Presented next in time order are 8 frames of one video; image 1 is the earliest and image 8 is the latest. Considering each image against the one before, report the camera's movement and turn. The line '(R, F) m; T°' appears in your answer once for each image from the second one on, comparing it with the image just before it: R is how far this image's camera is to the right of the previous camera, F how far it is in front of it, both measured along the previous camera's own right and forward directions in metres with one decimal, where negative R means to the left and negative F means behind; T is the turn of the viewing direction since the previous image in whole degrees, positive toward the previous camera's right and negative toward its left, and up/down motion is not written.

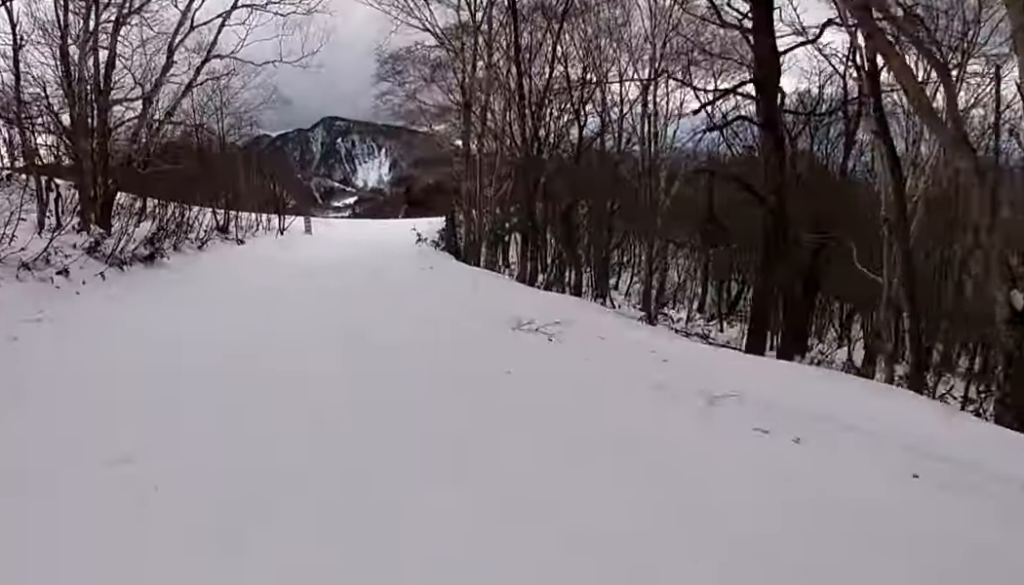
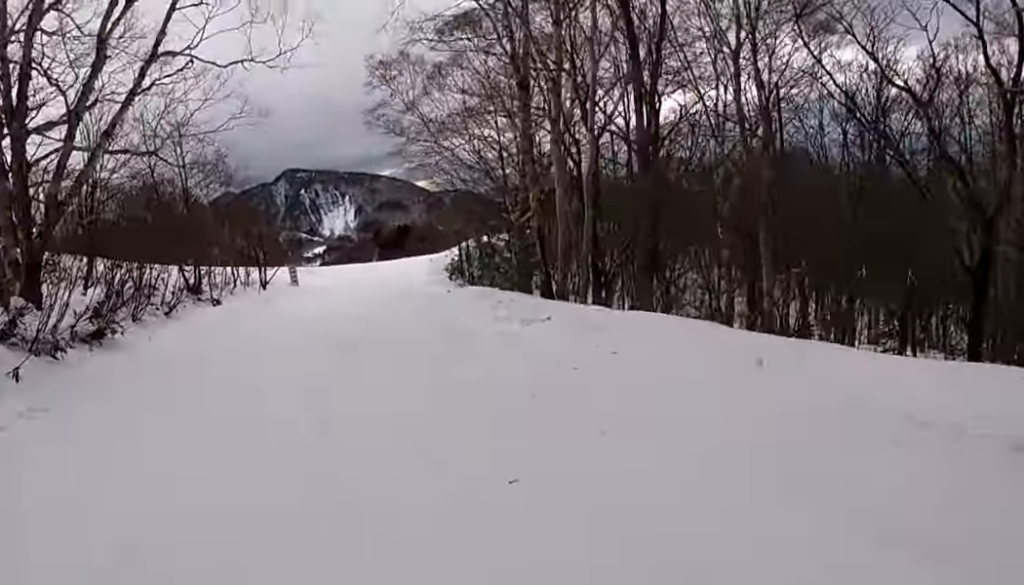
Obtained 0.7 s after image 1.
(0.0, +7.5) m; +4°
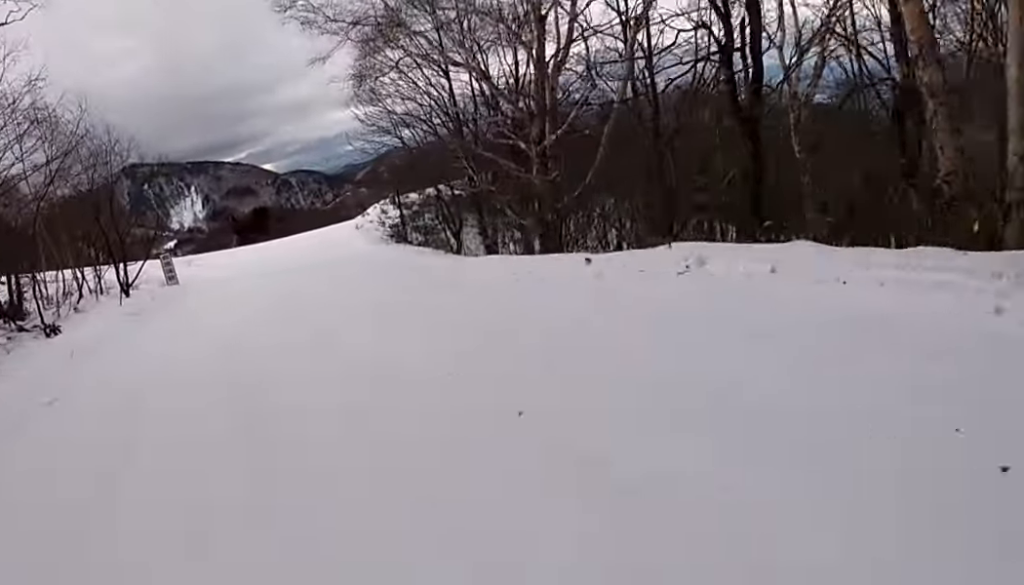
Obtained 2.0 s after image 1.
(+1.6, +12.8) m; +14°
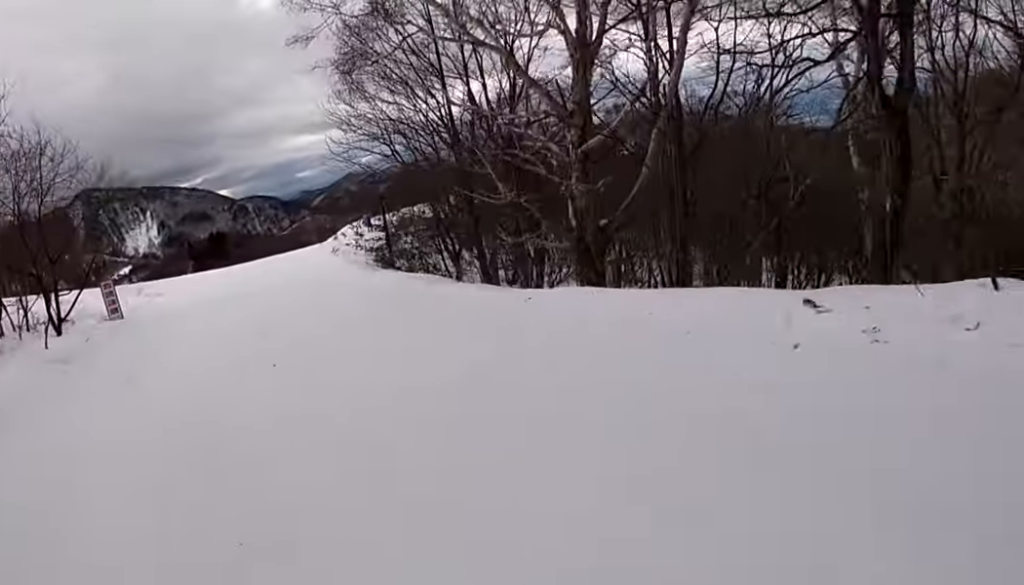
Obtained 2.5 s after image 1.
(+0.3, +4.8) m; +3°
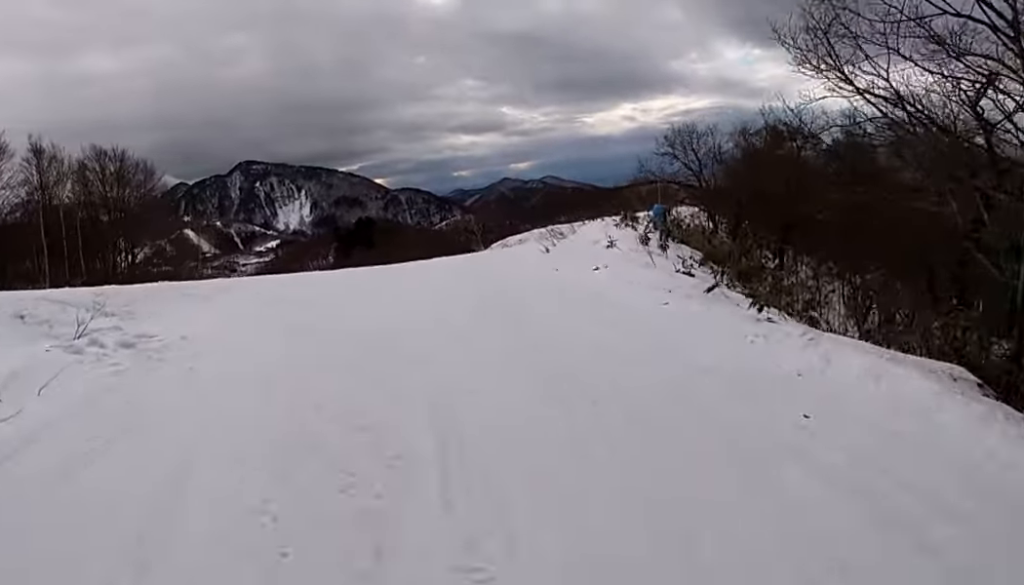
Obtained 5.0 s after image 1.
(-2.2, +20.3) m; -3°
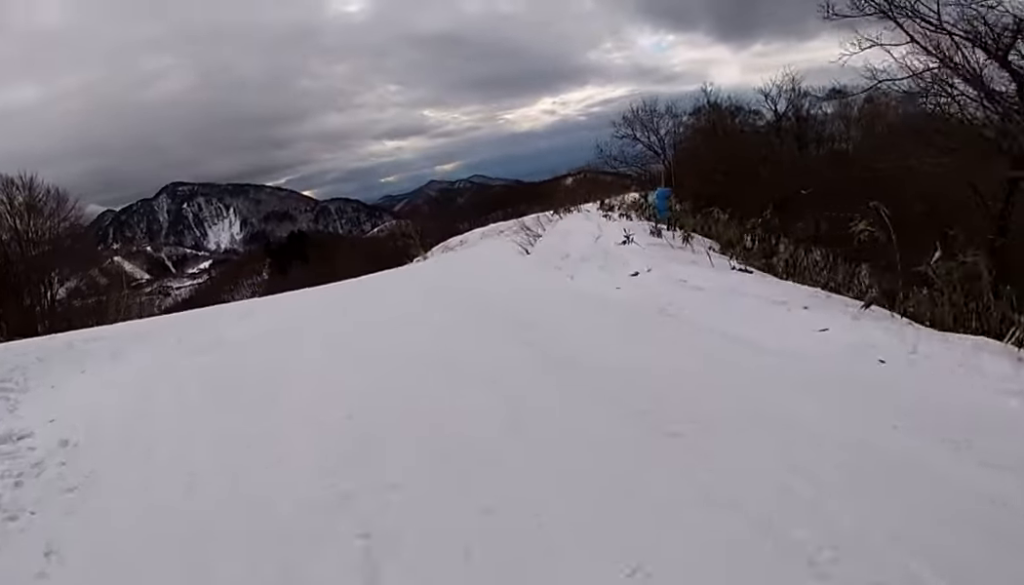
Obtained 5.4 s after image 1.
(-0.3, +3.4) m; +6°
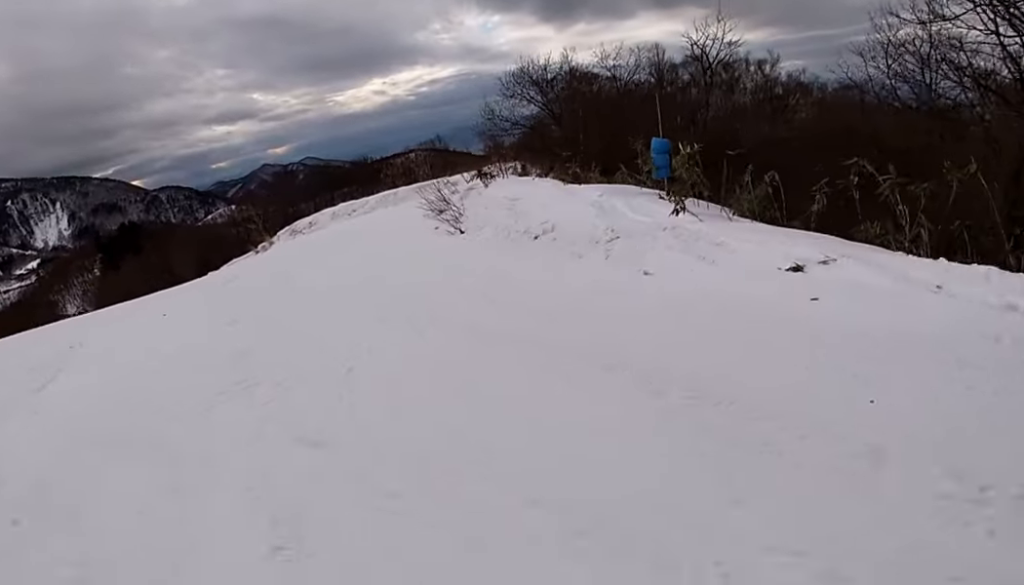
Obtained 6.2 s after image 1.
(+1.2, +4.6) m; +6°
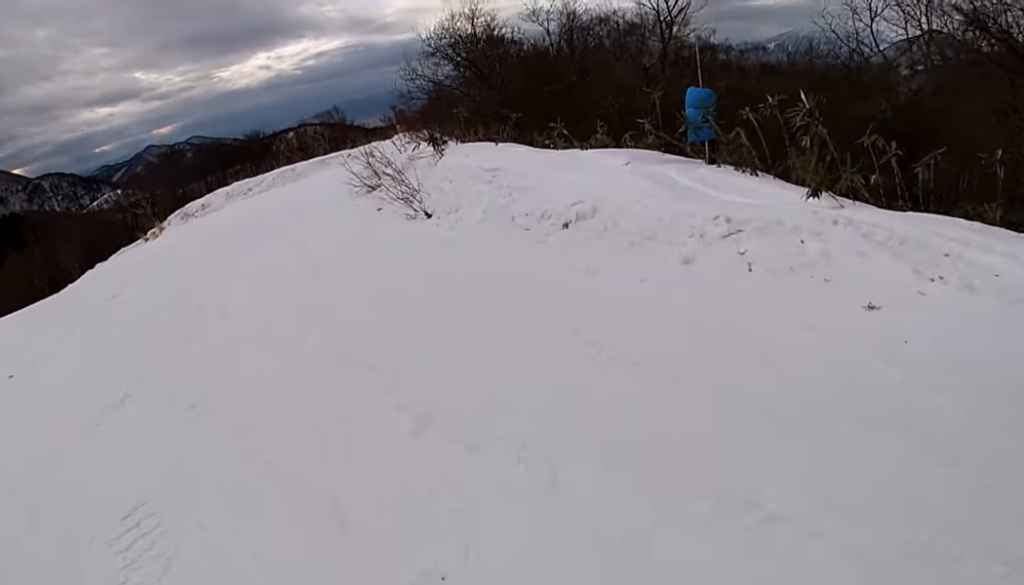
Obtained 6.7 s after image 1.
(0.0, +2.9) m; -4°
